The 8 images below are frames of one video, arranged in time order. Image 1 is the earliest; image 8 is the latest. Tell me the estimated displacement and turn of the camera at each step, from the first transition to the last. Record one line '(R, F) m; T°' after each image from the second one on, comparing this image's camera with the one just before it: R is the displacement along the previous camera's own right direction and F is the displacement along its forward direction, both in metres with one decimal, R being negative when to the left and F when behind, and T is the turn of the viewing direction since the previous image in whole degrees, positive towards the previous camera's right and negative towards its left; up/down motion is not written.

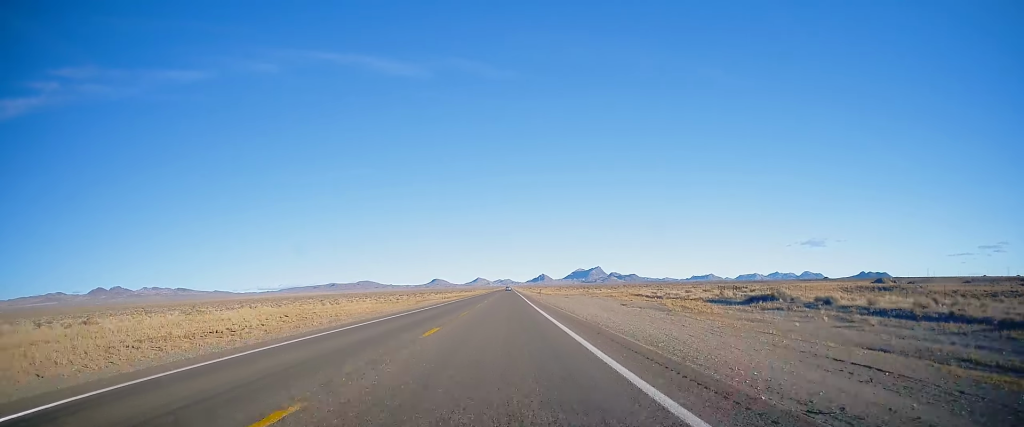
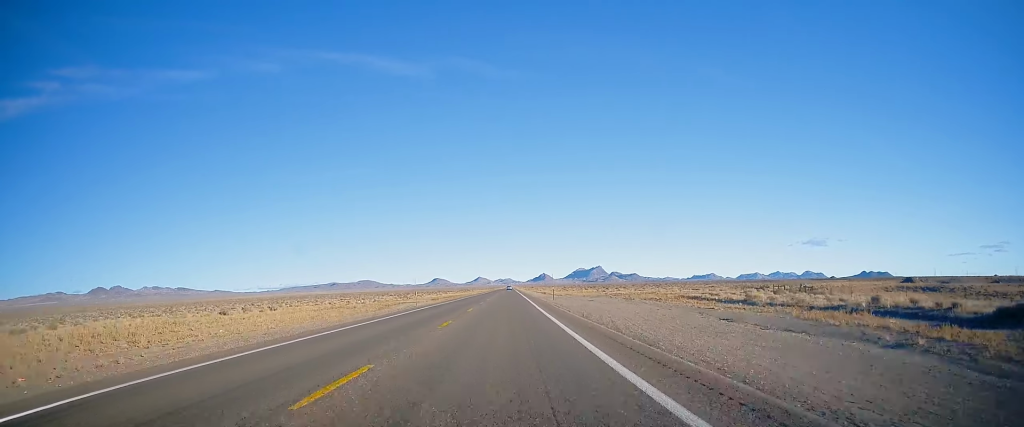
(0.0, +20.8) m; 0°
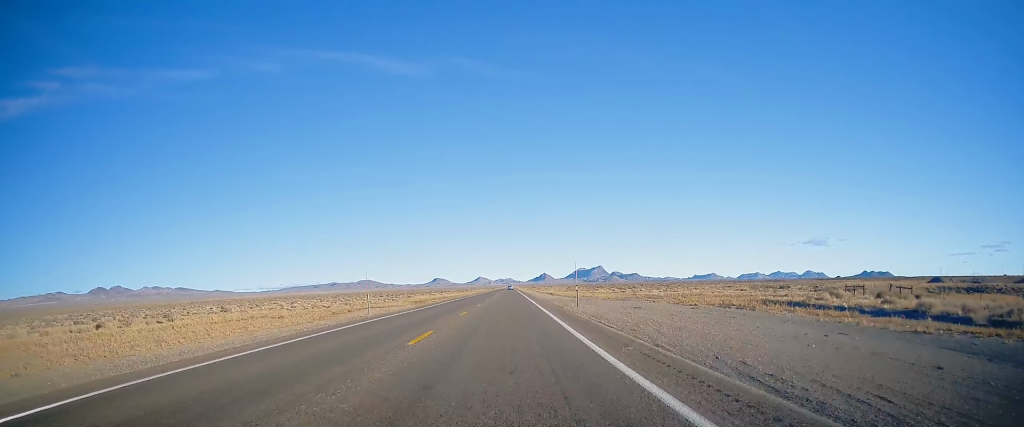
(0.0, +17.6) m; 0°
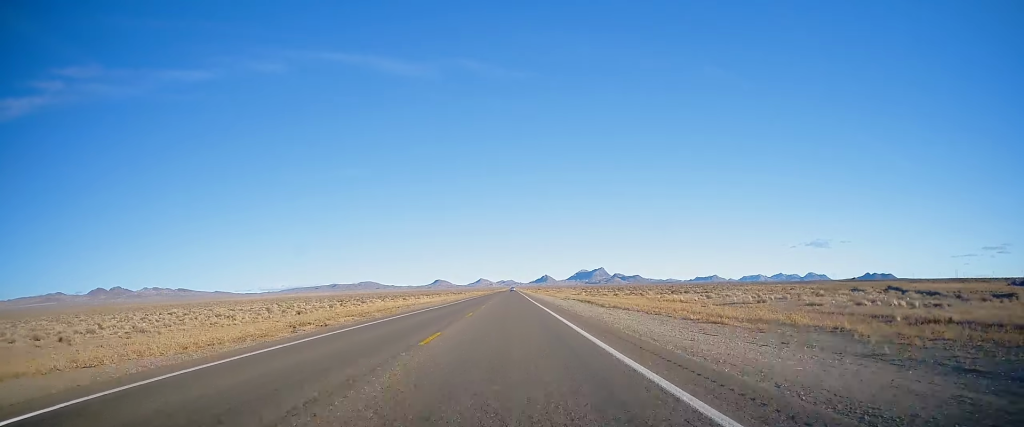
(+0.7, +48.5) m; +1°
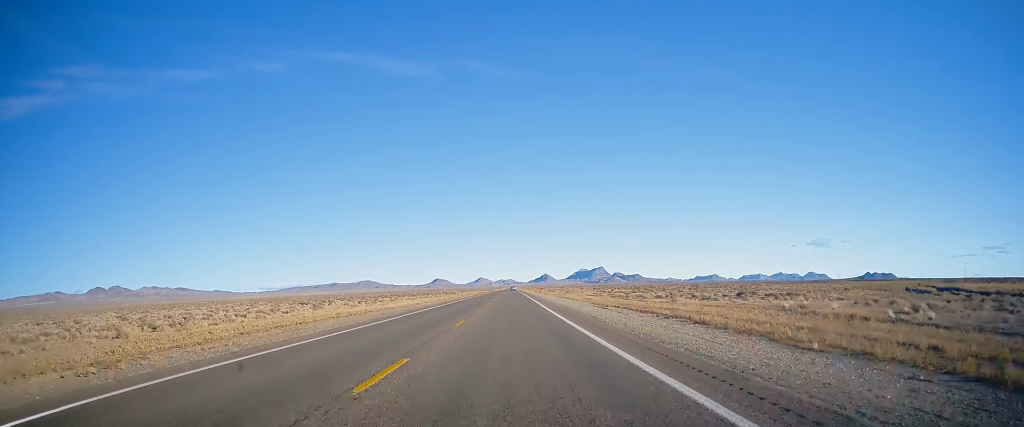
(-0.5, +30.0) m; -1°
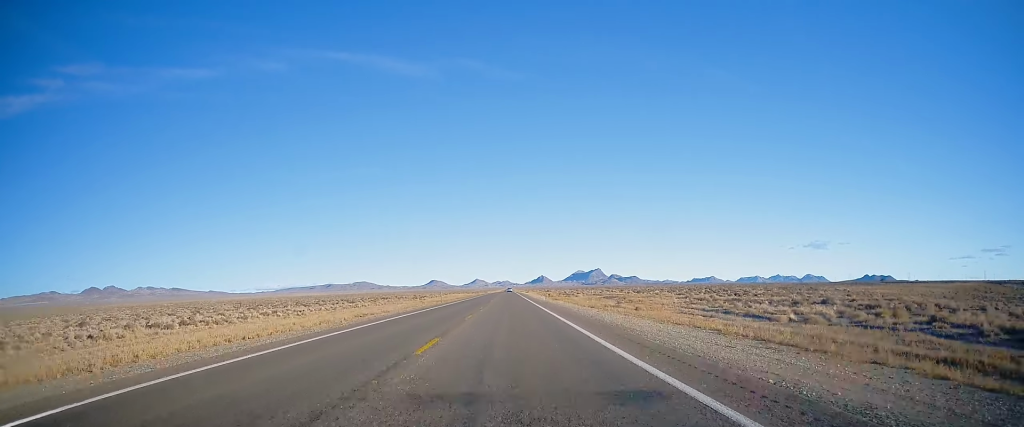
(-0.2, +69.2) m; +1°
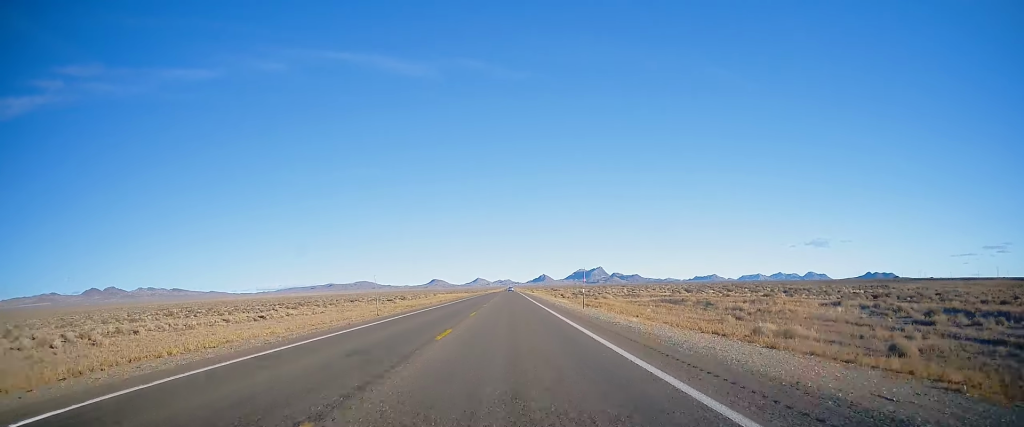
(+0.6, +33.5) m; 0°
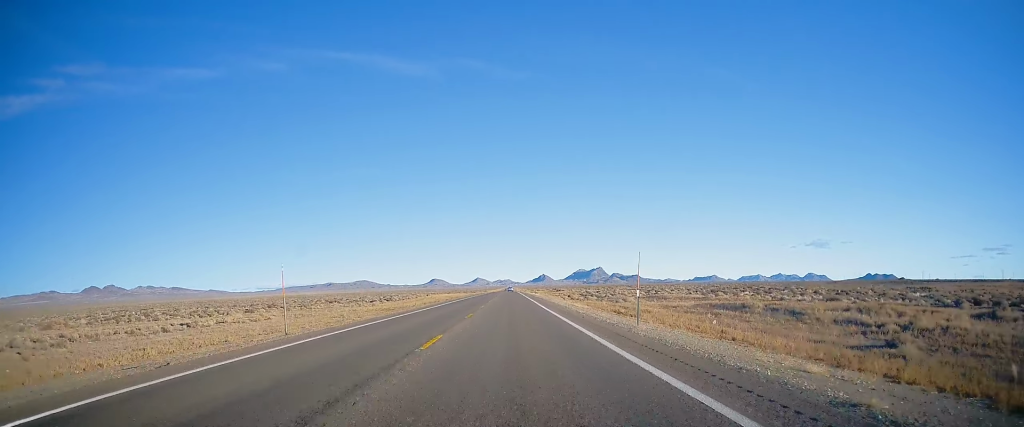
(-0.1, +14.5) m; 0°
